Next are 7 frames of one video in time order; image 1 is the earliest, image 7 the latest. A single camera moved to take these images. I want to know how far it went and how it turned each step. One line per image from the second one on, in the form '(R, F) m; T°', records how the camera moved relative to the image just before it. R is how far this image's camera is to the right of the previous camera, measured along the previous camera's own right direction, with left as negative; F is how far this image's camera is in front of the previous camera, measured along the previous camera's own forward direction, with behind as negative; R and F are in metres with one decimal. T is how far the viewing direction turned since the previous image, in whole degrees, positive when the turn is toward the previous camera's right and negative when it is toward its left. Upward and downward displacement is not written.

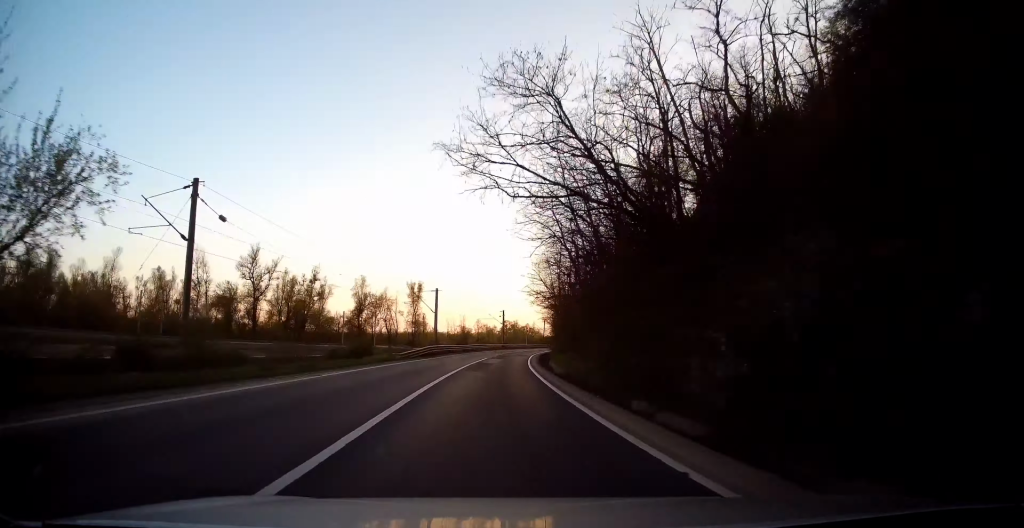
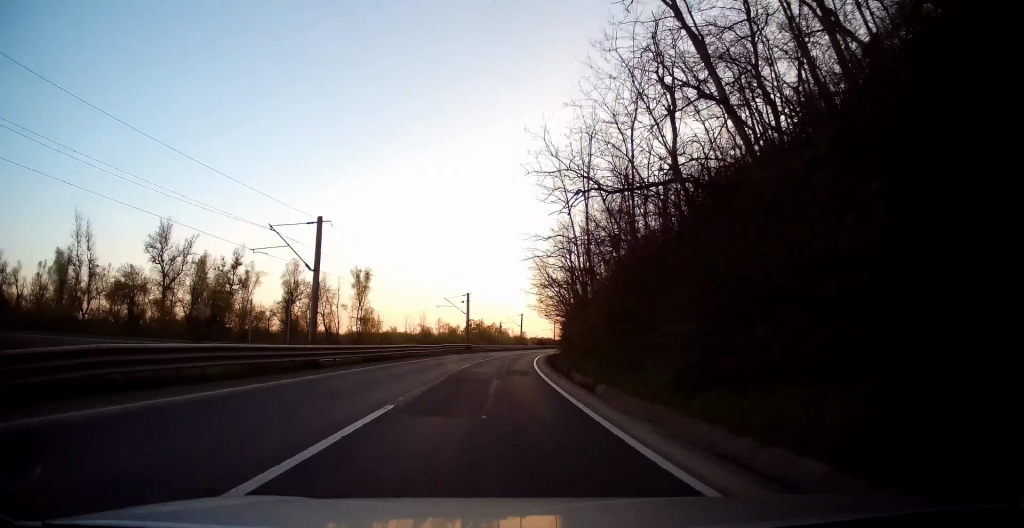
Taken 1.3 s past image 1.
(+0.6, +36.2) m; +3°
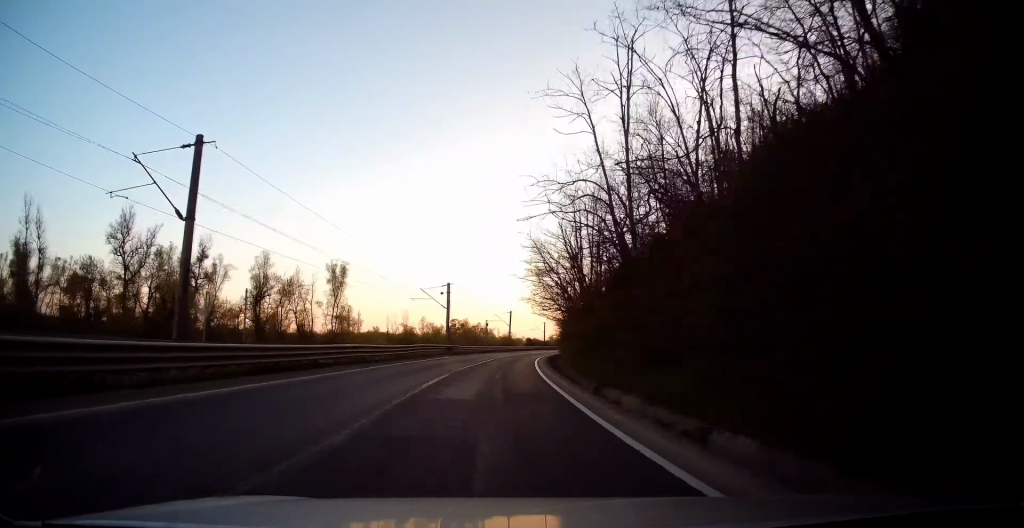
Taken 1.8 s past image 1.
(0.0, +11.8) m; +2°
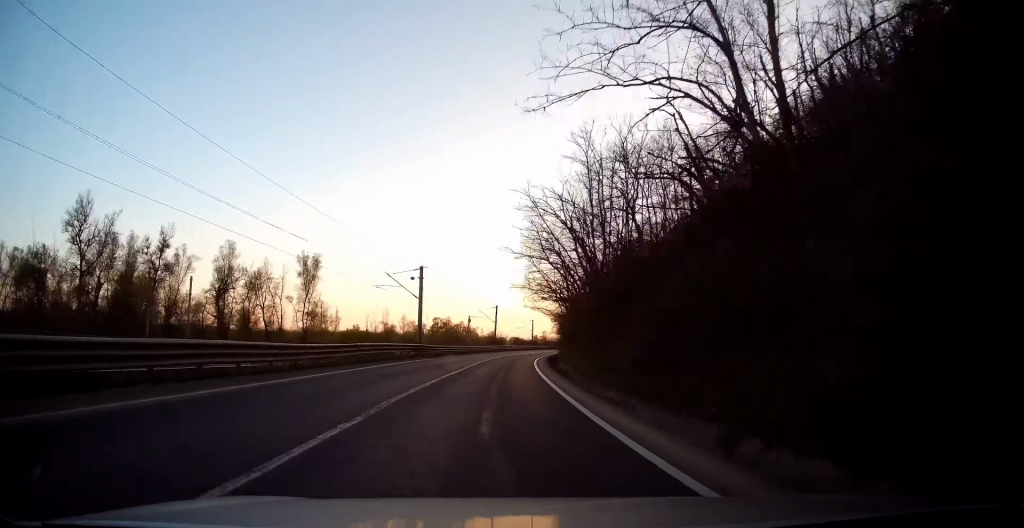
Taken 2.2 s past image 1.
(+0.4, +11.8) m; +2°
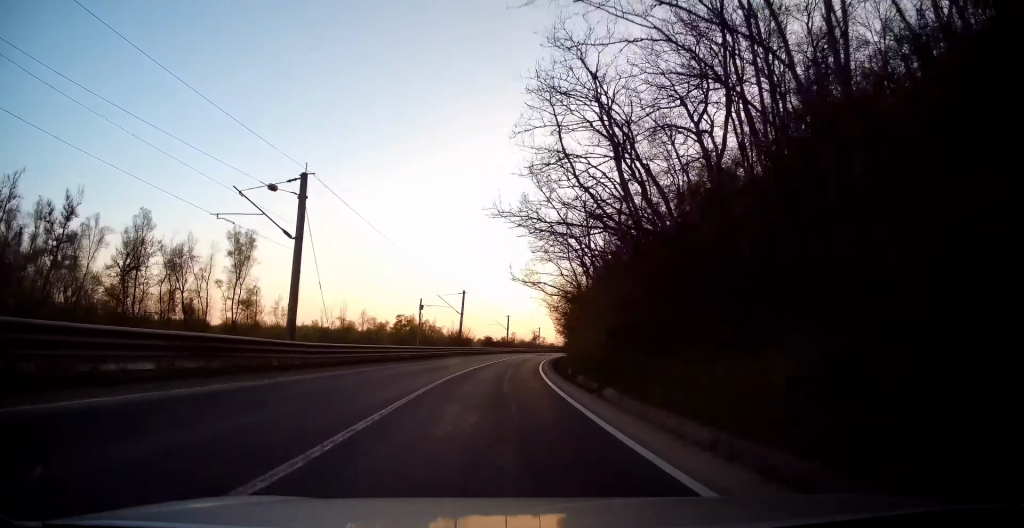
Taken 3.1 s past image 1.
(+0.8, +25.4) m; +3°
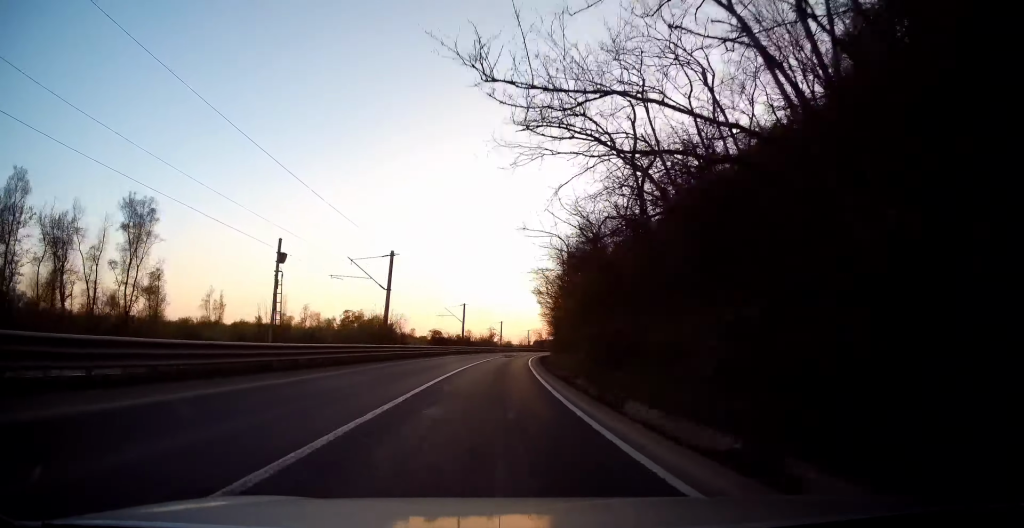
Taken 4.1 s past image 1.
(+0.7, +25.4) m; +4°
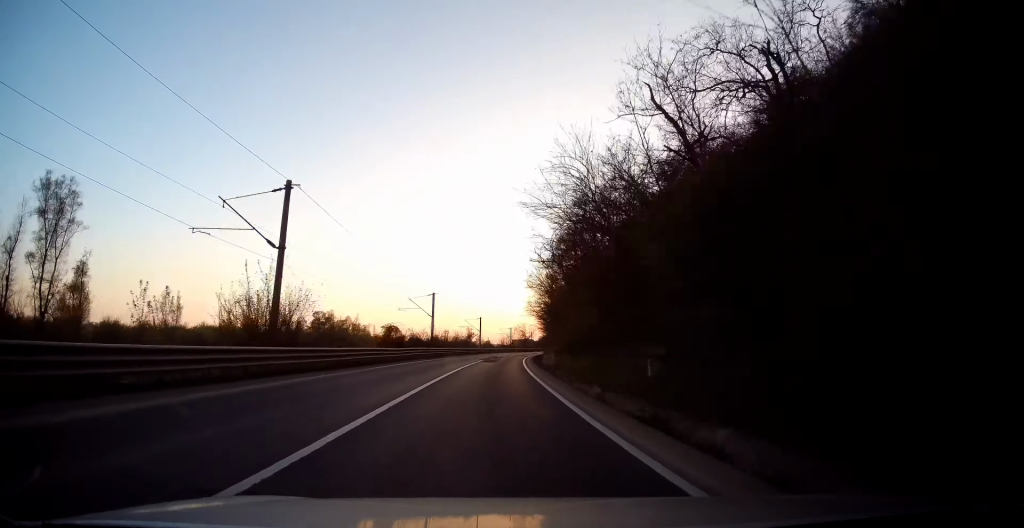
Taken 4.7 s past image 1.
(+0.3, +17.3) m; +3°
